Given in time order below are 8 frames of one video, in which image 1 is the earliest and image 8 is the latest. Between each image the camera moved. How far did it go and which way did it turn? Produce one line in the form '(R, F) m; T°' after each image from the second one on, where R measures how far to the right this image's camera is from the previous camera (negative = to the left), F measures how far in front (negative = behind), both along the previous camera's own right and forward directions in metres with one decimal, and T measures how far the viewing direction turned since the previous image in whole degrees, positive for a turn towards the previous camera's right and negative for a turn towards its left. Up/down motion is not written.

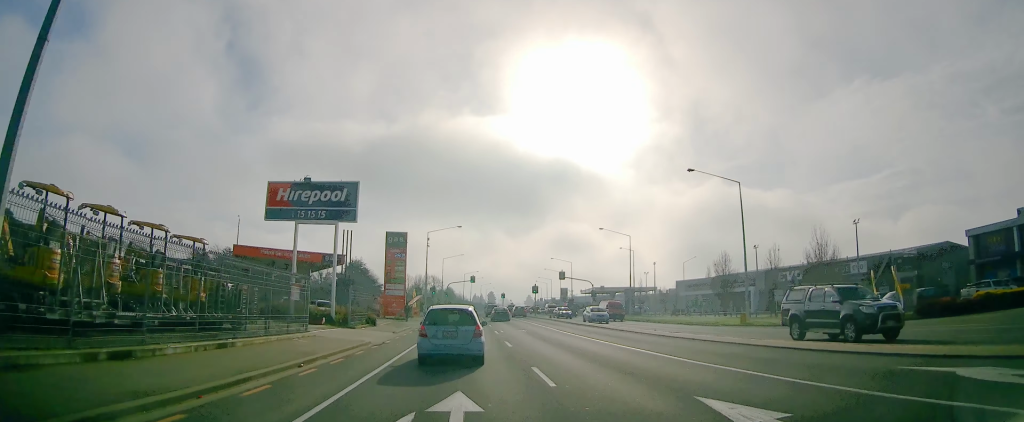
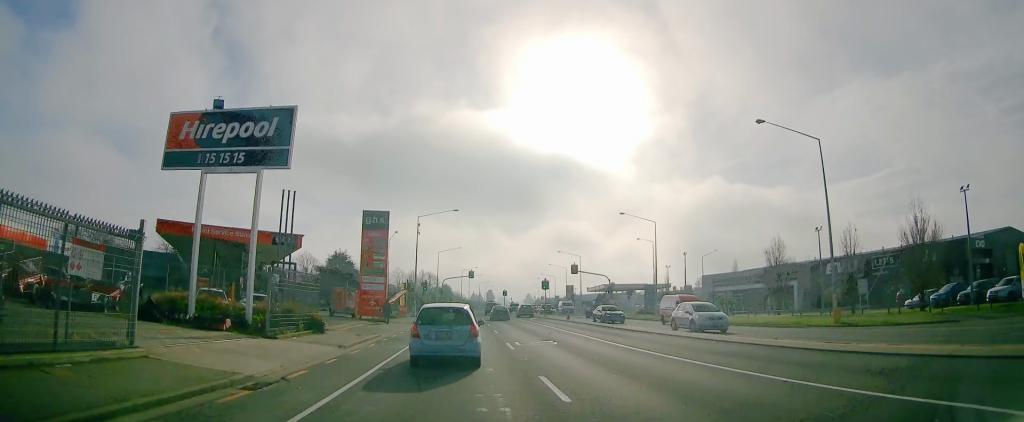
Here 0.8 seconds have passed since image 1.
(+0.7, +12.2) m; +4°
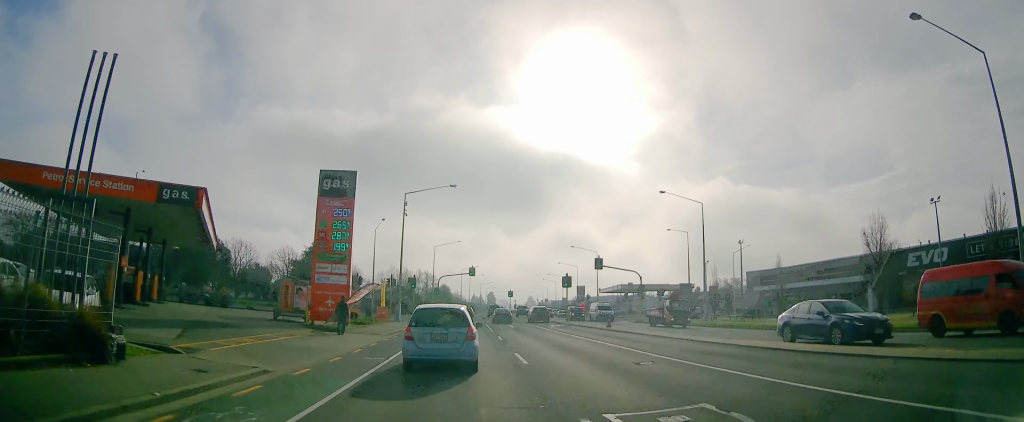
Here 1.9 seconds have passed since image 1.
(+0.5, +14.8) m; -2°
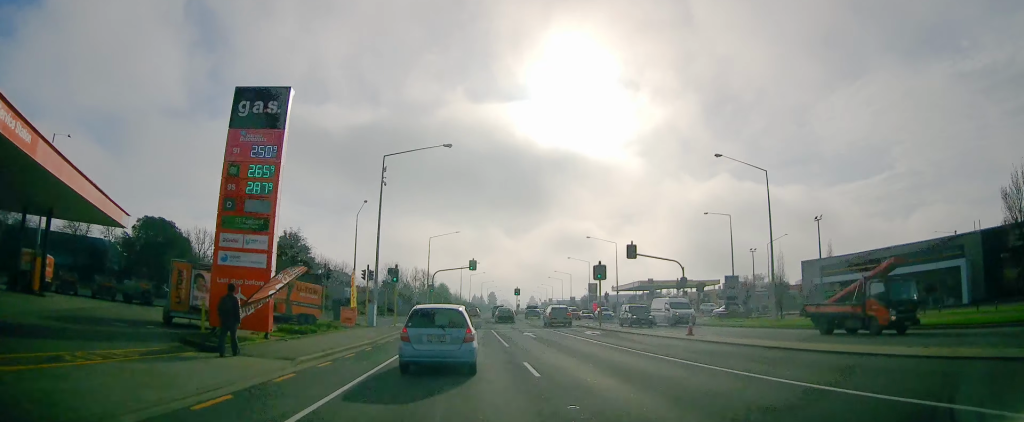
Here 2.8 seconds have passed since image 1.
(-0.8, +13.3) m; -1°
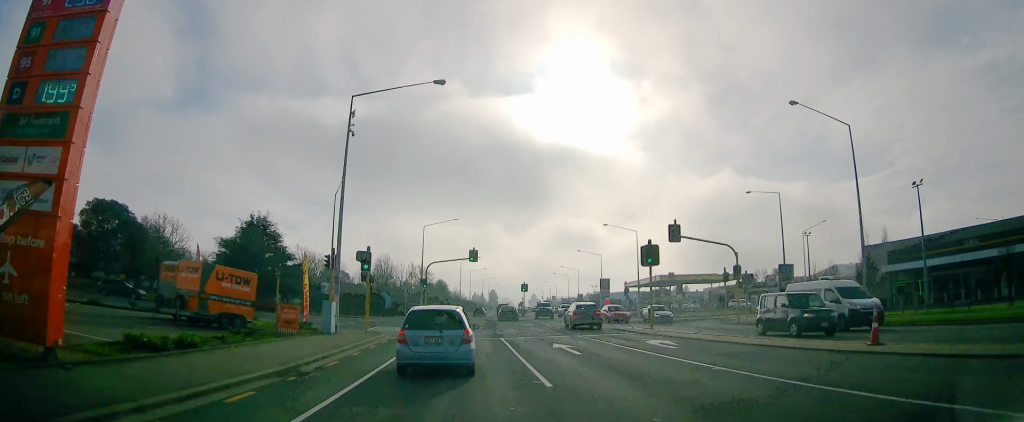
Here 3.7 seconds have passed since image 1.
(+0.3, +11.1) m; +1°
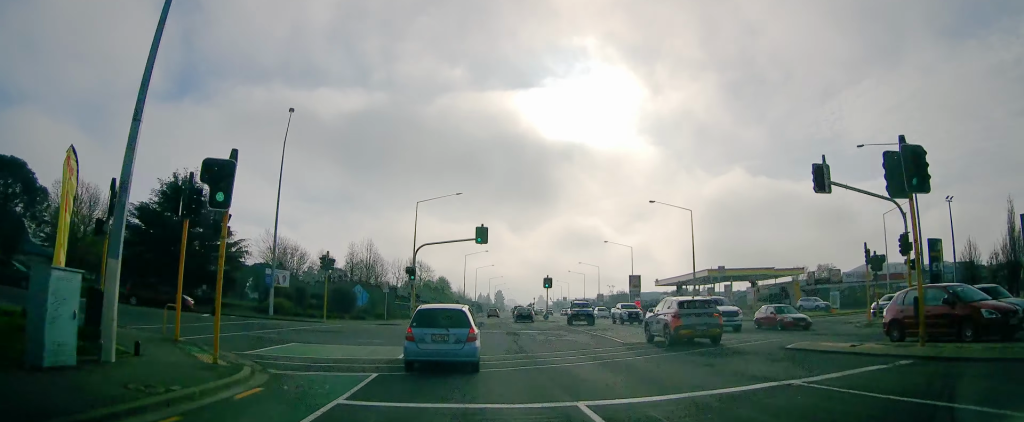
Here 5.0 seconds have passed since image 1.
(-0.5, +17.8) m; 0°
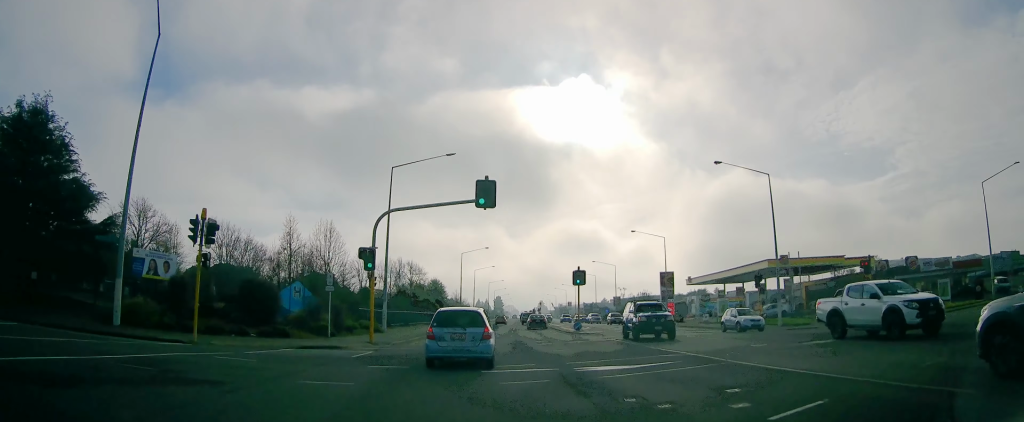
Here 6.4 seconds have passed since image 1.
(+0.9, +17.4) m; 0°
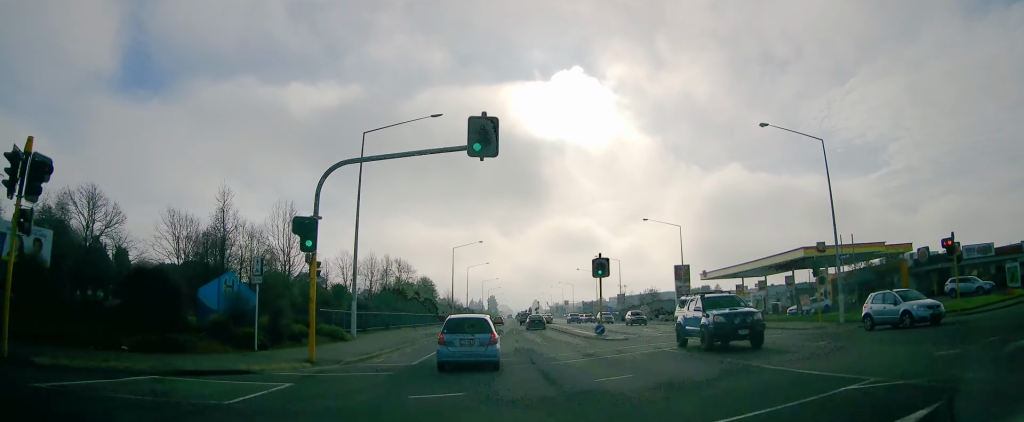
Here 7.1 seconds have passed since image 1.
(-0.9, +8.9) m; 0°
